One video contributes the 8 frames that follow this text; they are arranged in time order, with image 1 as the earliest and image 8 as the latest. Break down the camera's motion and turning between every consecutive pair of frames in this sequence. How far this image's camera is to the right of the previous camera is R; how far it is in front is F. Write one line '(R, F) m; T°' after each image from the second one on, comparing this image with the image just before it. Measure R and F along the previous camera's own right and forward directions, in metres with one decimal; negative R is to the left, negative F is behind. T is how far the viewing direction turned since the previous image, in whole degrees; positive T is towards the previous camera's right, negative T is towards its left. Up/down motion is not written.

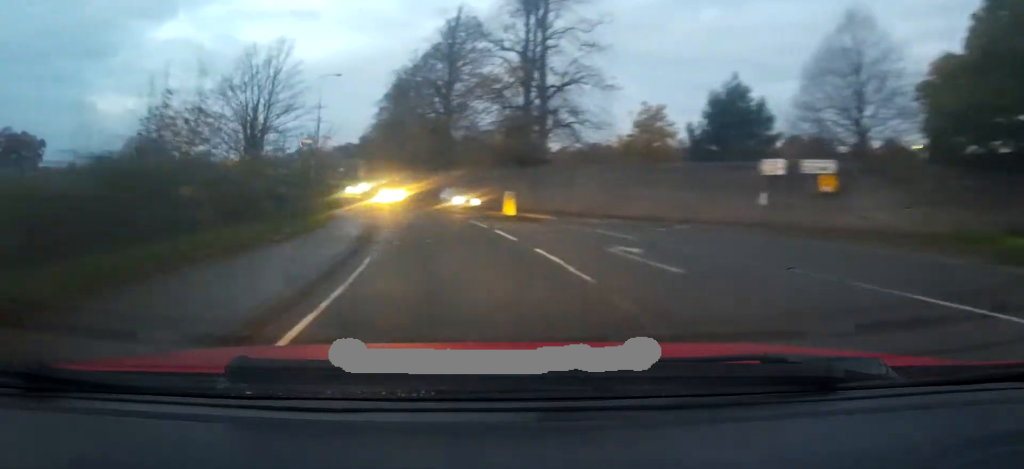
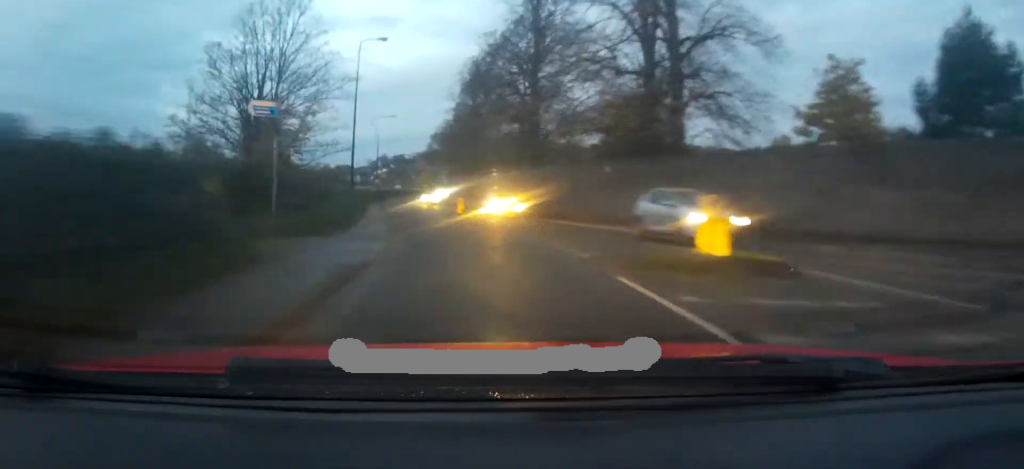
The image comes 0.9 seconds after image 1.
(-0.9, +15.2) m; -7°
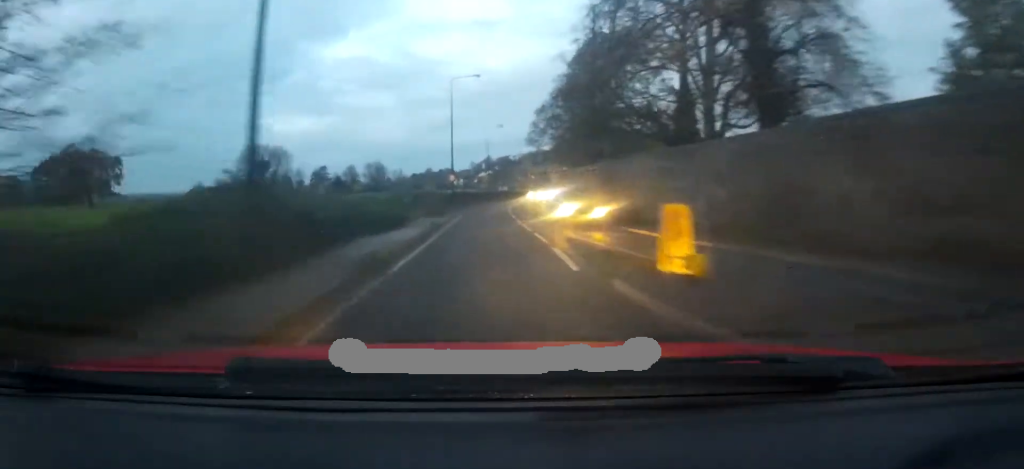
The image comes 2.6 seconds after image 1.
(-3.0, +28.1) m; -9°
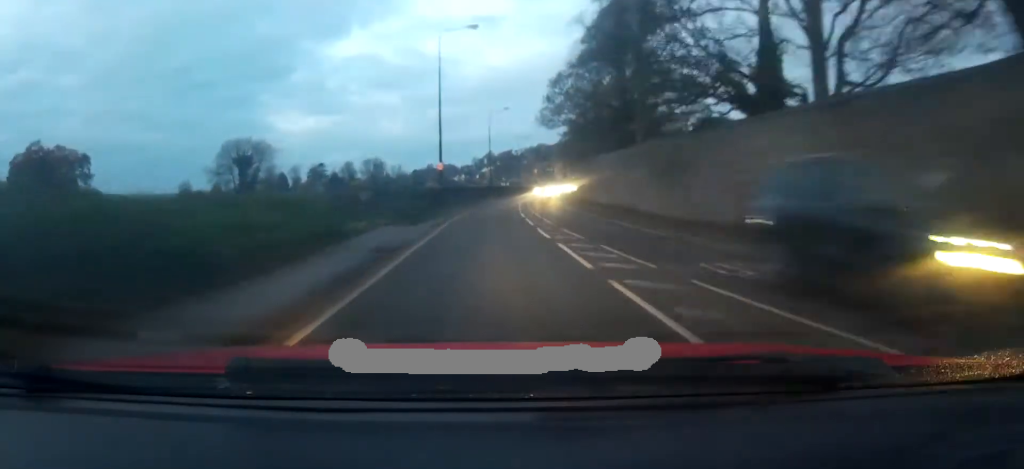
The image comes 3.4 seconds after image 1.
(-0.2, +13.3) m; -1°
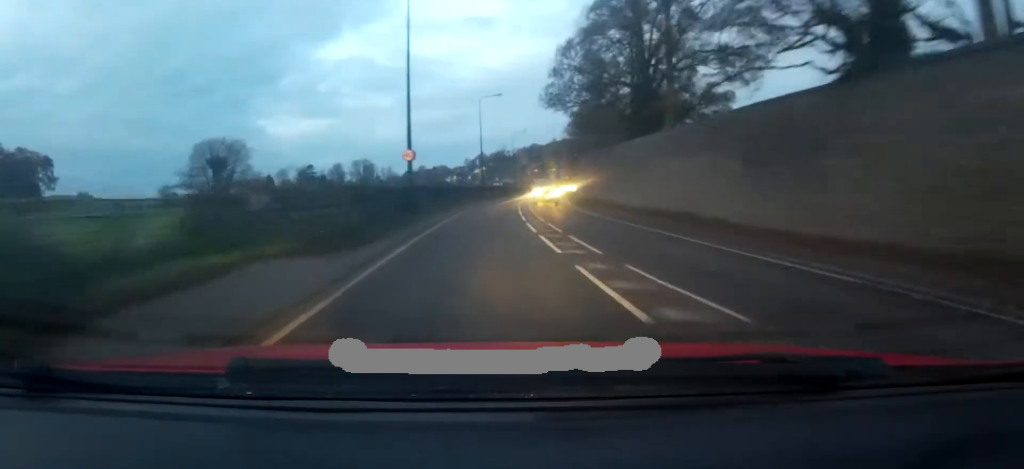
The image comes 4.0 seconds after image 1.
(0.0, +10.7) m; 0°
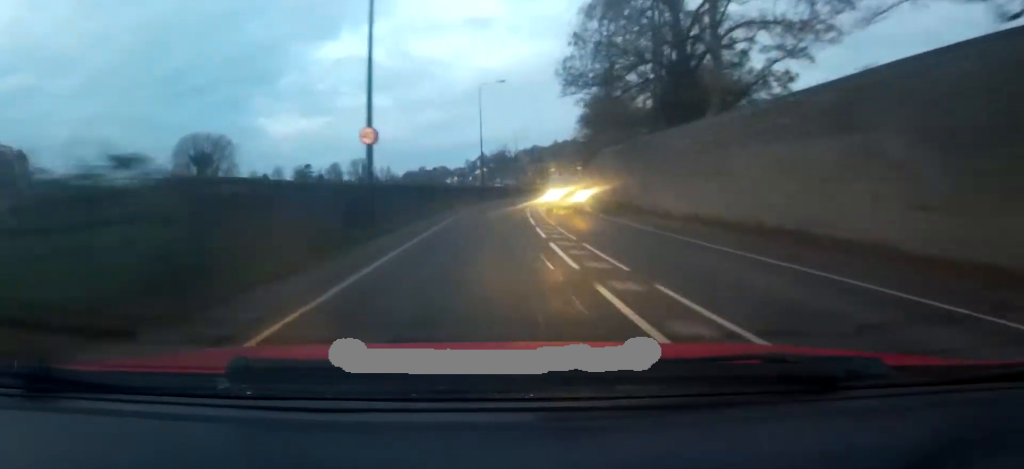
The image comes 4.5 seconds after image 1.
(0.0, +8.4) m; 0°
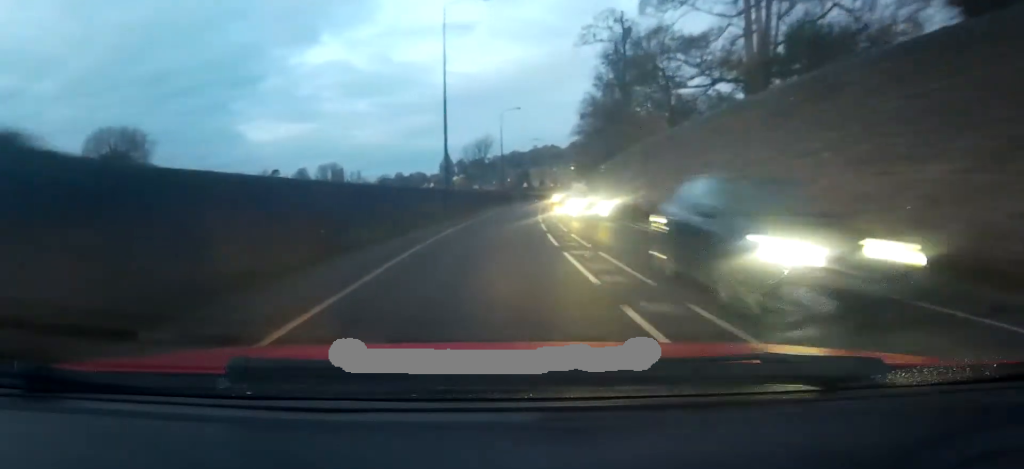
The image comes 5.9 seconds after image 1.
(+0.1, +25.7) m; +2°
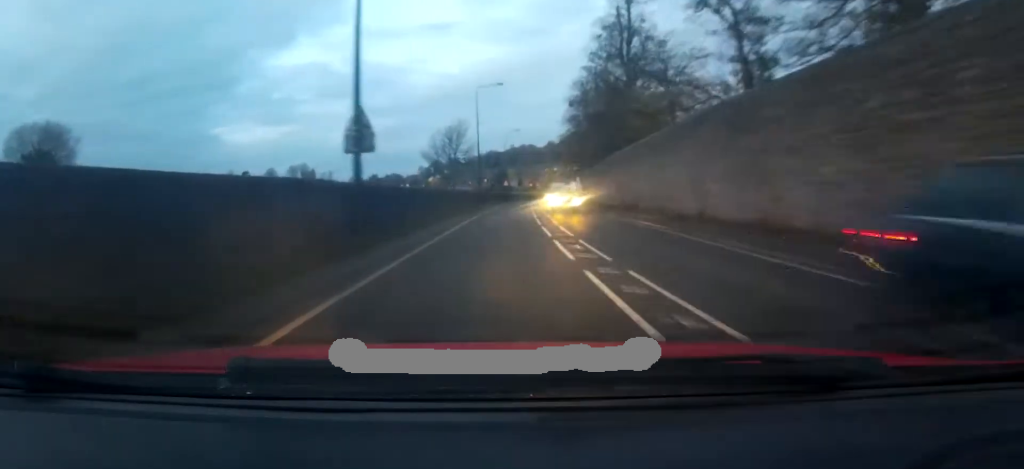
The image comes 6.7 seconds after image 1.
(+0.3, +15.5) m; +2°
